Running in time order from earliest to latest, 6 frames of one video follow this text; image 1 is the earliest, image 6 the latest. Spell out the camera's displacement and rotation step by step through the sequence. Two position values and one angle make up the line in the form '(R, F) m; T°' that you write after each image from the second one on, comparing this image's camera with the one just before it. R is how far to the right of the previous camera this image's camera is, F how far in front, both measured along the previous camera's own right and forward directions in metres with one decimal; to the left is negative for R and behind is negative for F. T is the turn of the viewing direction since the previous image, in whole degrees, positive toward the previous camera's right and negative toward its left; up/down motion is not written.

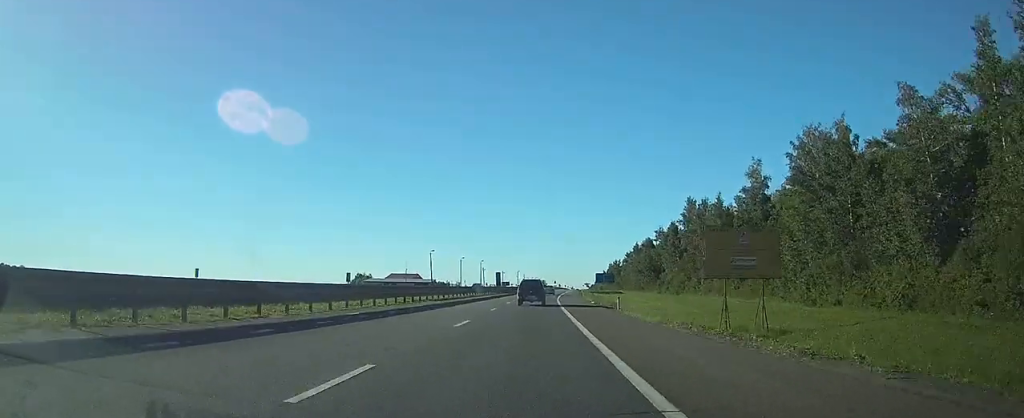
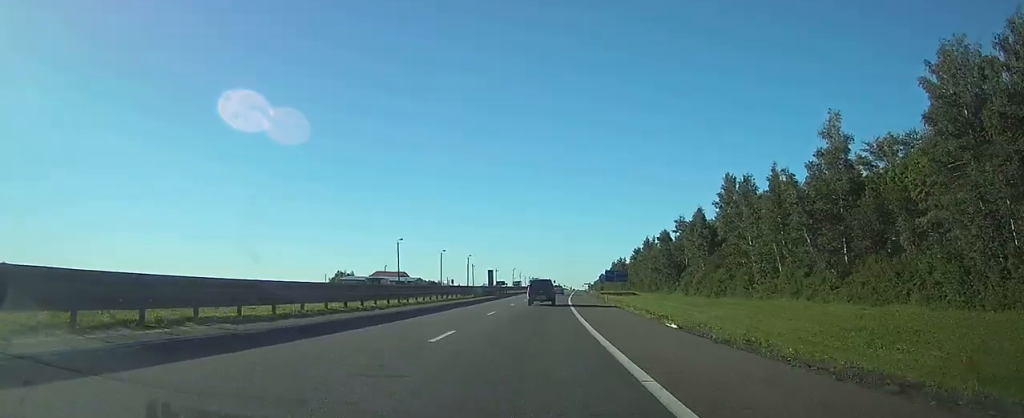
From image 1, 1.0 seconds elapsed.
(+0.1, +28.5) m; 0°
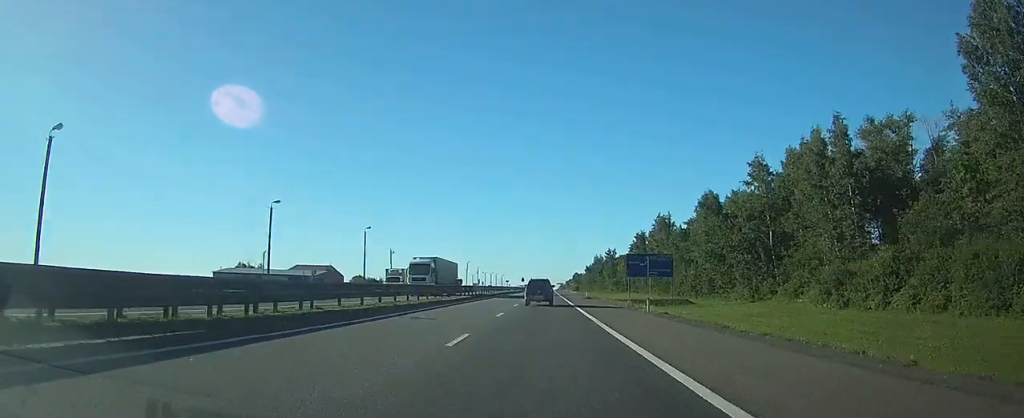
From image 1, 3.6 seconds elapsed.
(+0.9, +72.4) m; +2°
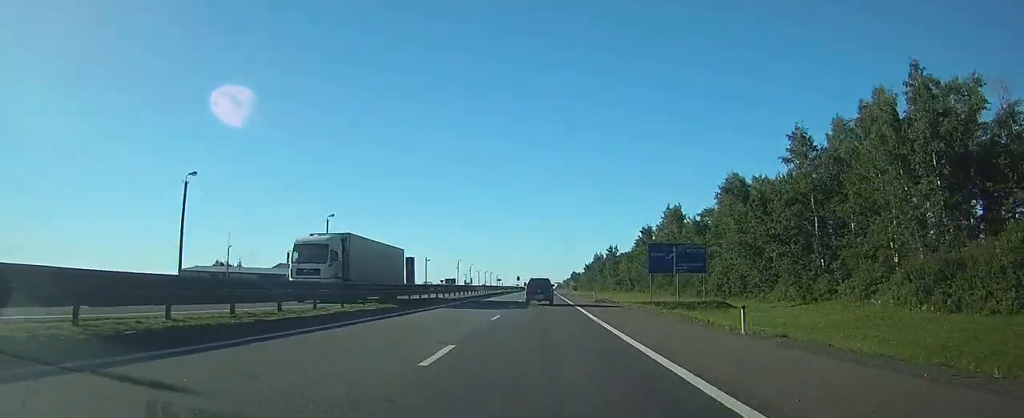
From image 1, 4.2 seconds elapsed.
(+0.1, +14.9) m; +1°
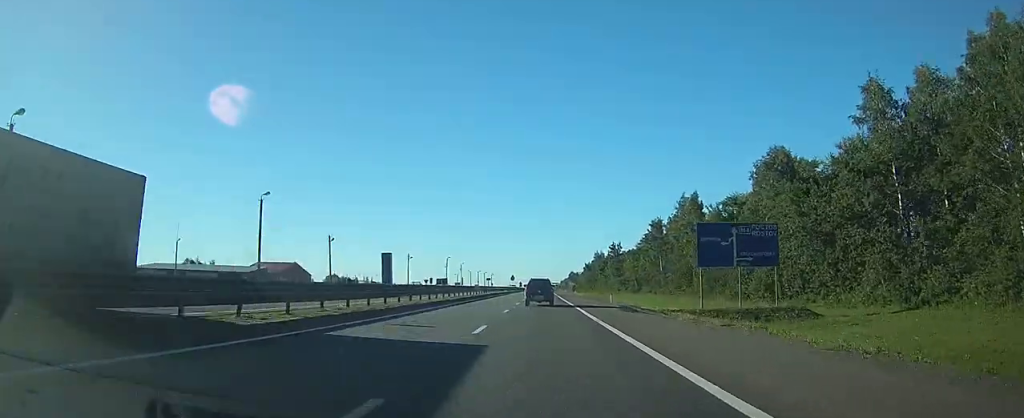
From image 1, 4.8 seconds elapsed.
(+0.1, +17.6) m; +1°
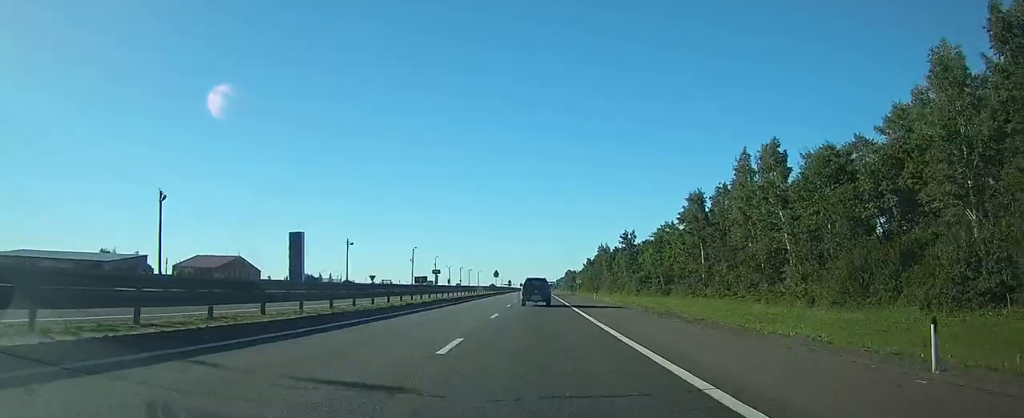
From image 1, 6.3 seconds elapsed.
(+0.3, +40.6) m; +1°
